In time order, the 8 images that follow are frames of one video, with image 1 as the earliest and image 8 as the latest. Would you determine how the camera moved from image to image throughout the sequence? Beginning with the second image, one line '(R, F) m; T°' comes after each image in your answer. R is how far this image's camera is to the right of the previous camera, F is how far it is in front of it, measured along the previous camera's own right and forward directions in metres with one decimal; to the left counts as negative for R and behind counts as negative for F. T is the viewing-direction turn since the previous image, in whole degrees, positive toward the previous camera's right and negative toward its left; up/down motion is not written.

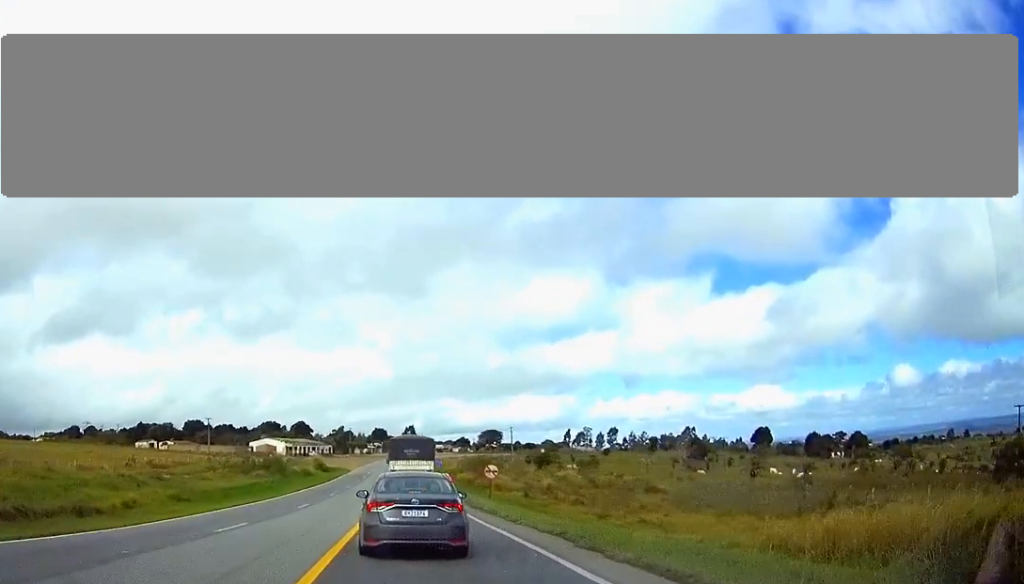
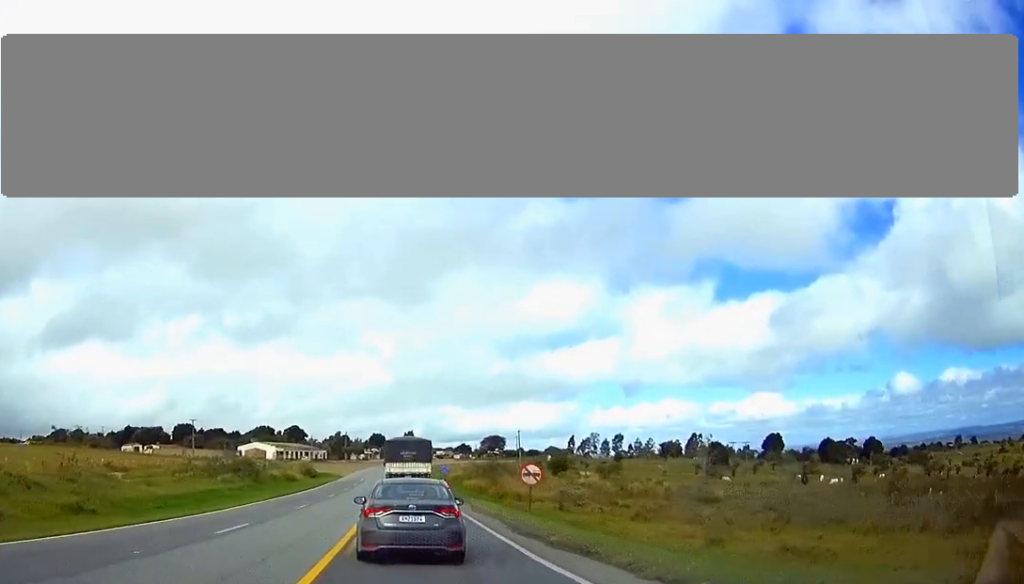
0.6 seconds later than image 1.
(0.0, +15.5) m; 0°
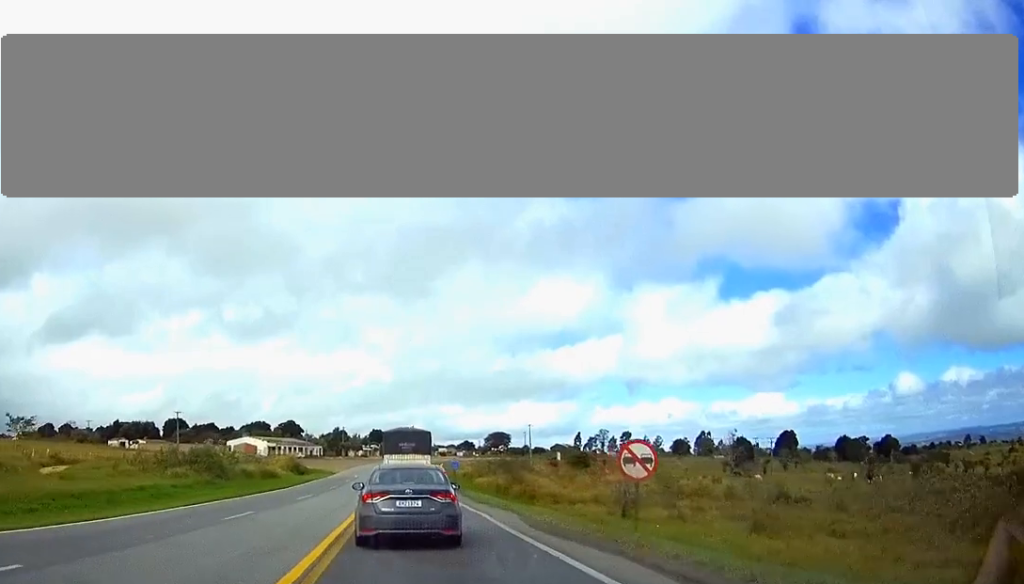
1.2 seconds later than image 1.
(0.0, +15.4) m; 0°
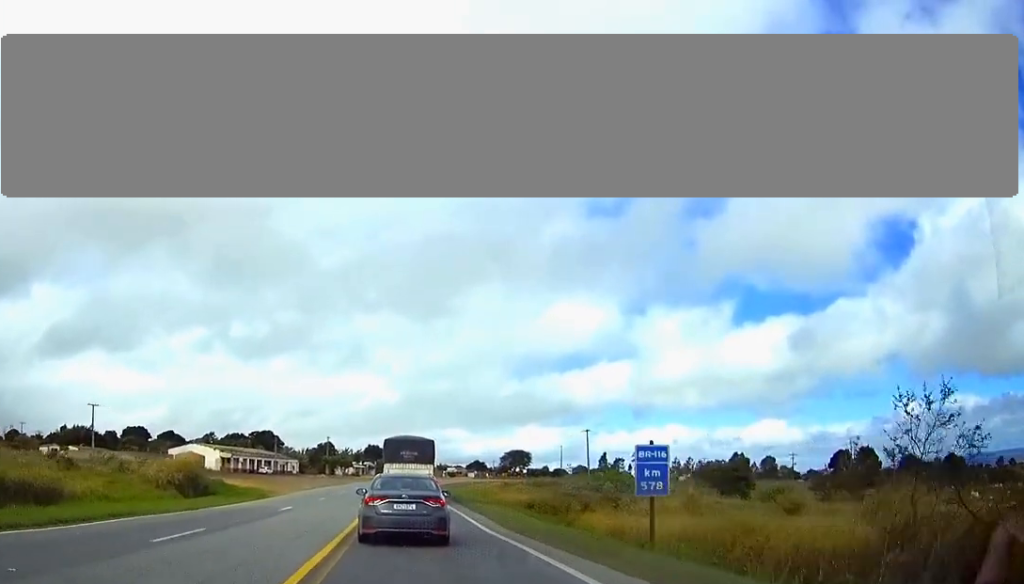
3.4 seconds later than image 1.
(-0.1, +55.2) m; 0°
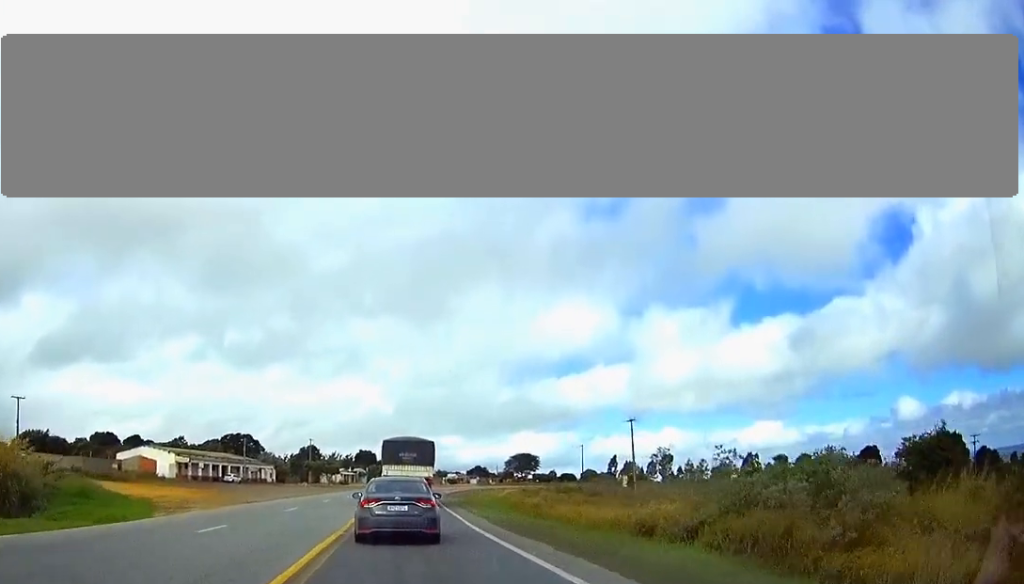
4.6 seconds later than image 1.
(+0.1, +27.4) m; 0°
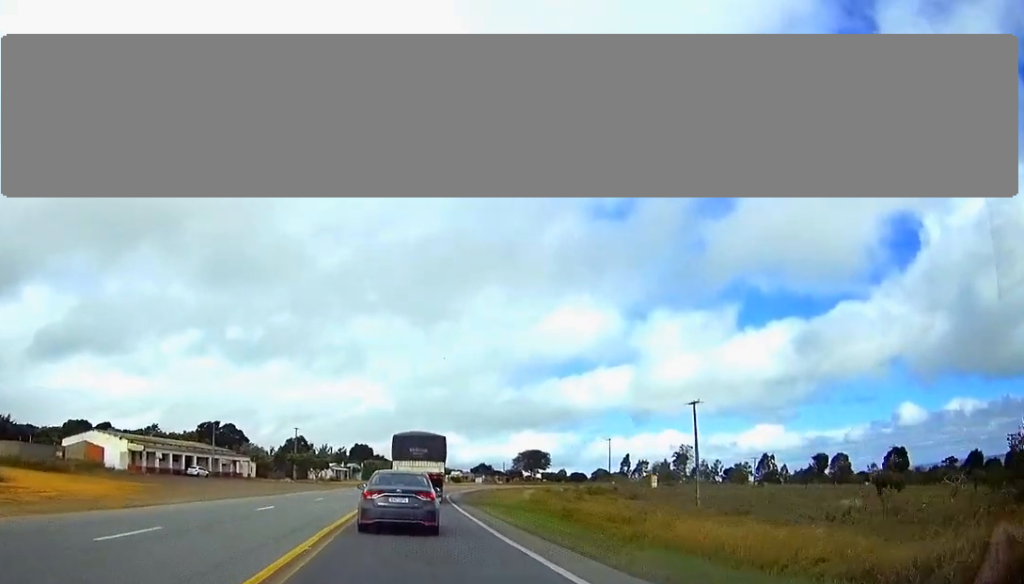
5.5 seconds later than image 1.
(+0.1, +22.2) m; 0°
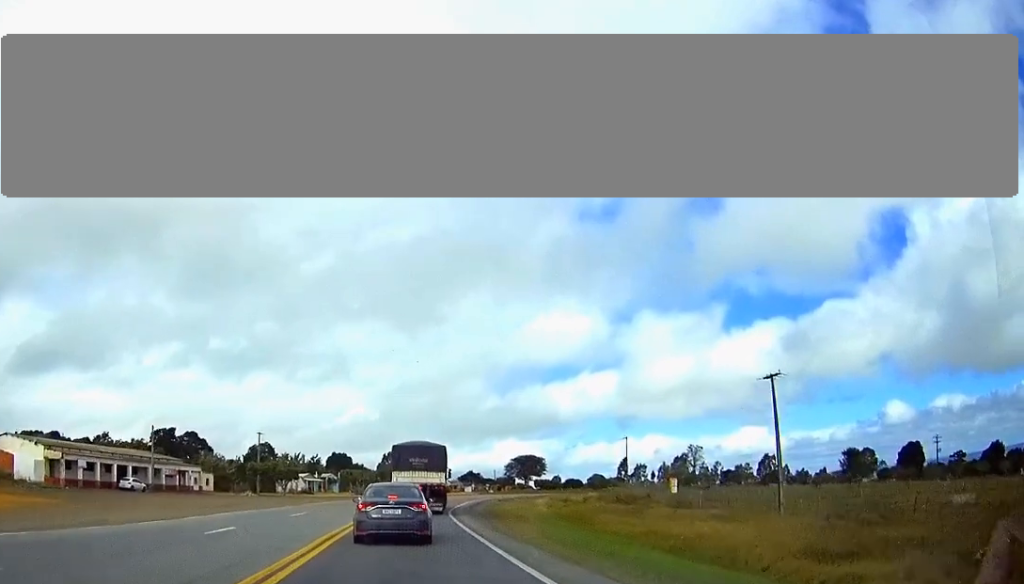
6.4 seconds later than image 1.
(+0.1, +21.3) m; +1°
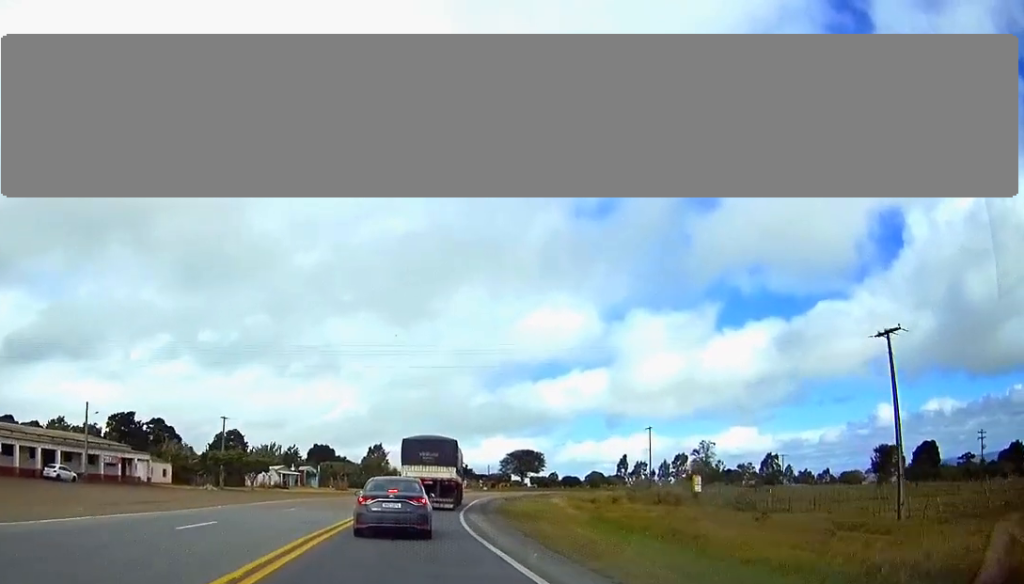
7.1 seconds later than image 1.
(+0.1, +17.3) m; +1°
